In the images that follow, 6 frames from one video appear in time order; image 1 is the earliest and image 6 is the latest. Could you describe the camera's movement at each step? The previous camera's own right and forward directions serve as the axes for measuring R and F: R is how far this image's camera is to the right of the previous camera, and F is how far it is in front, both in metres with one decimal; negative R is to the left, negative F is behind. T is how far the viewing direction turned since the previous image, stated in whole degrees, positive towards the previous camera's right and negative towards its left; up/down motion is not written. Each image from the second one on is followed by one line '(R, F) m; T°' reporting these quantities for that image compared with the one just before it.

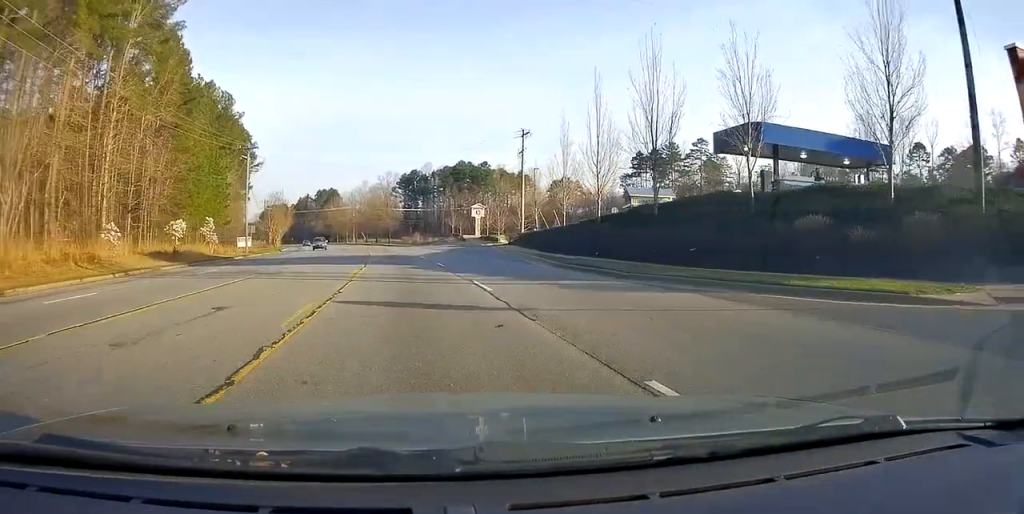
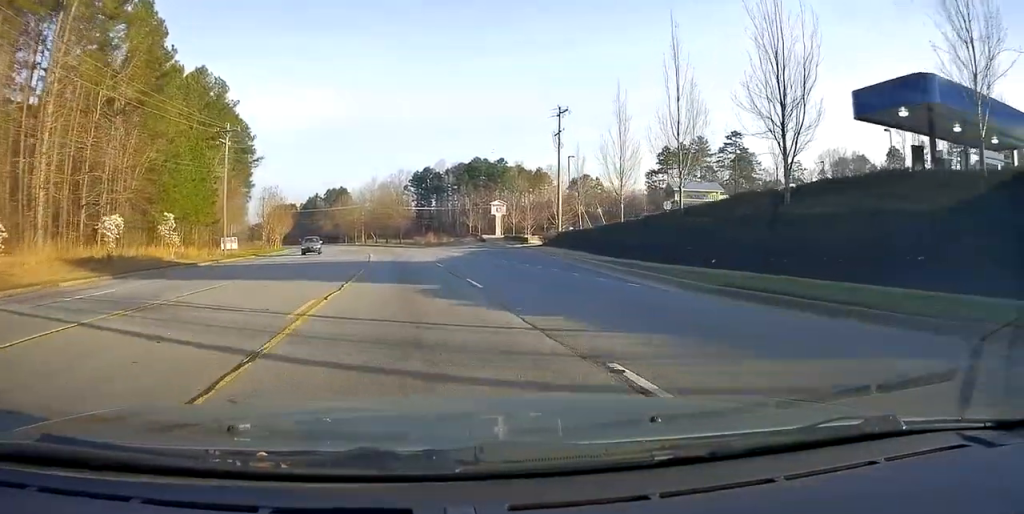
(-0.1, +11.5) m; -1°
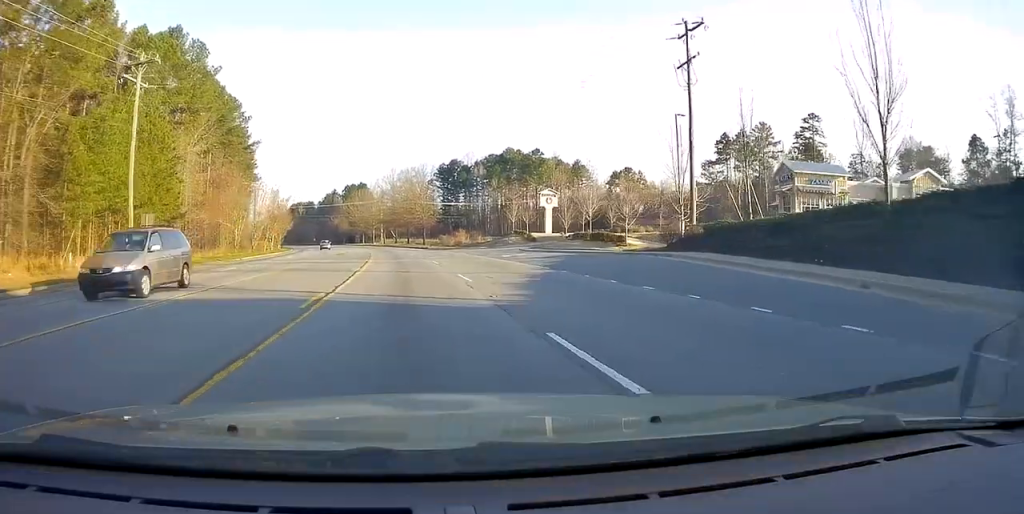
(-0.3, +22.5) m; -1°
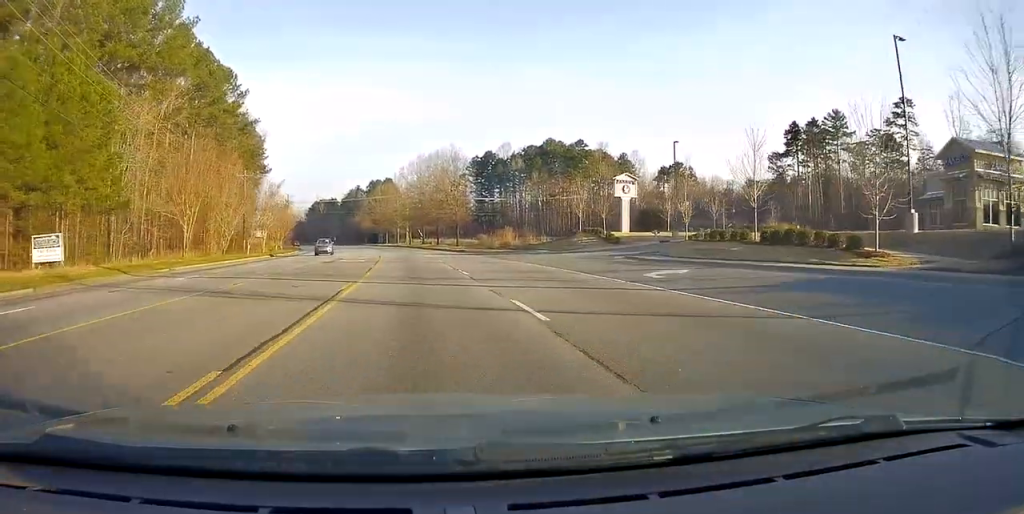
(0.0, +20.5) m; -2°
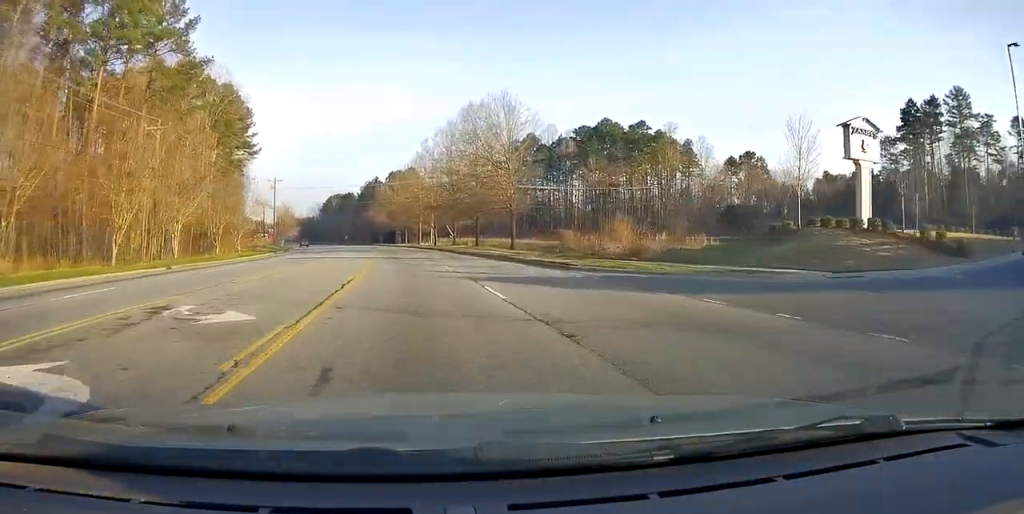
(-1.4, +33.3) m; -4°
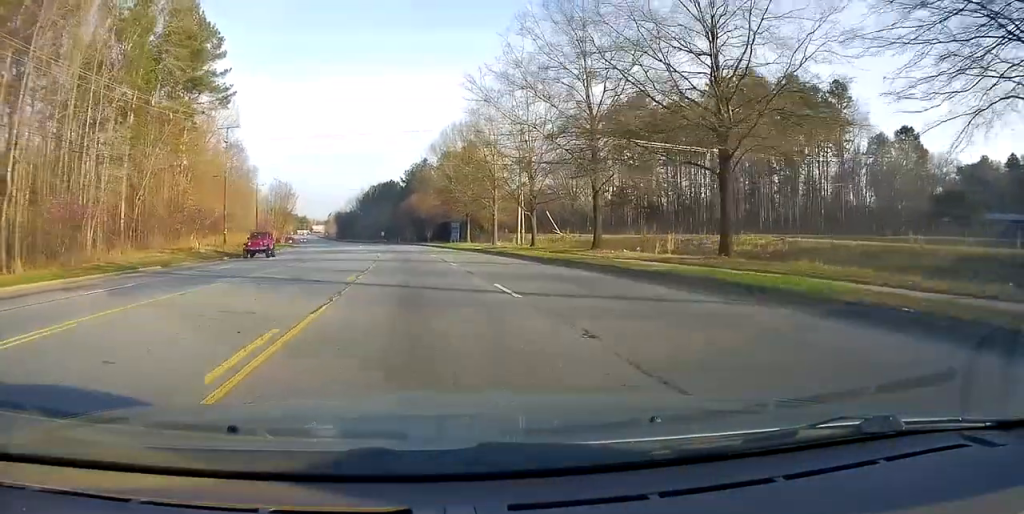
(-1.7, +49.2) m; -4°
